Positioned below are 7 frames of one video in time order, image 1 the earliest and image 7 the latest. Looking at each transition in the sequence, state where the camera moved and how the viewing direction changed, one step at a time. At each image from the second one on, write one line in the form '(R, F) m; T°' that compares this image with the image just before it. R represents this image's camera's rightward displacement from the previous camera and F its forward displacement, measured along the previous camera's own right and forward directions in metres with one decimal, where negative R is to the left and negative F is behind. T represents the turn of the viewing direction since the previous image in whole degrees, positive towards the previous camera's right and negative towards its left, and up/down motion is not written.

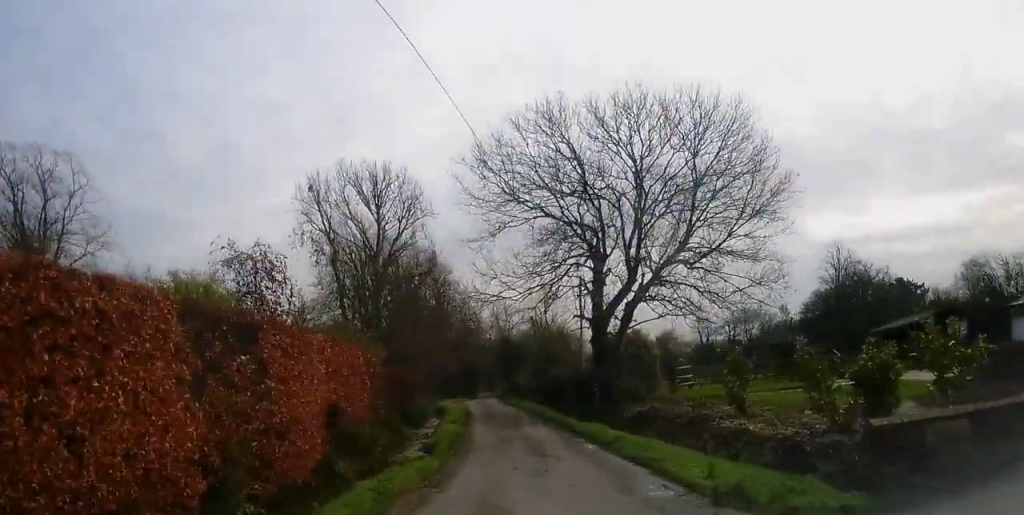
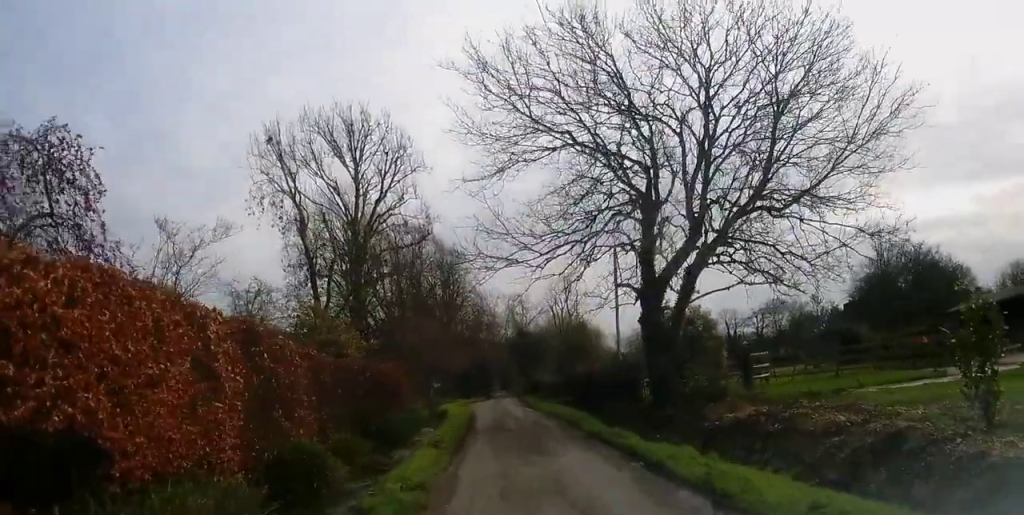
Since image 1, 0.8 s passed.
(+0.1, +10.3) m; 0°
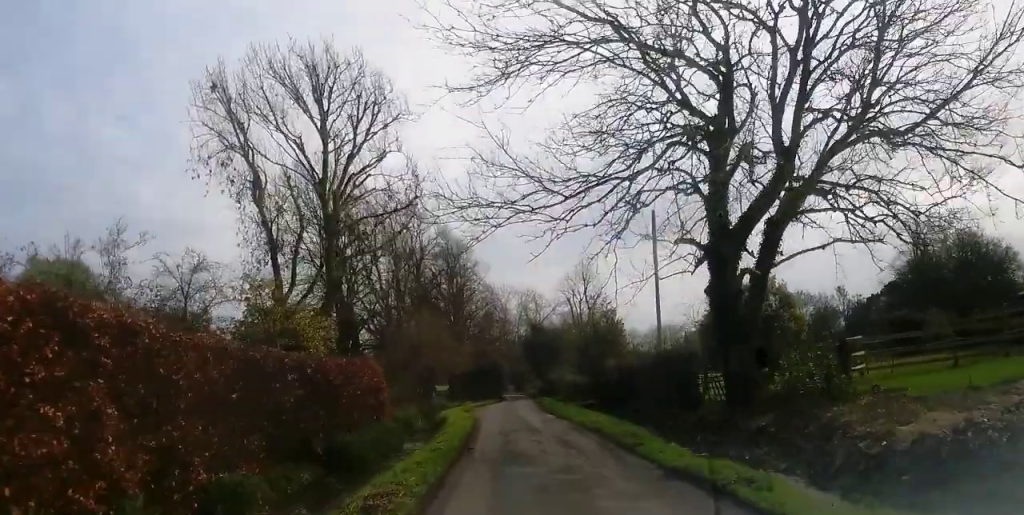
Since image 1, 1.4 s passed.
(+0.3, +8.2) m; -1°
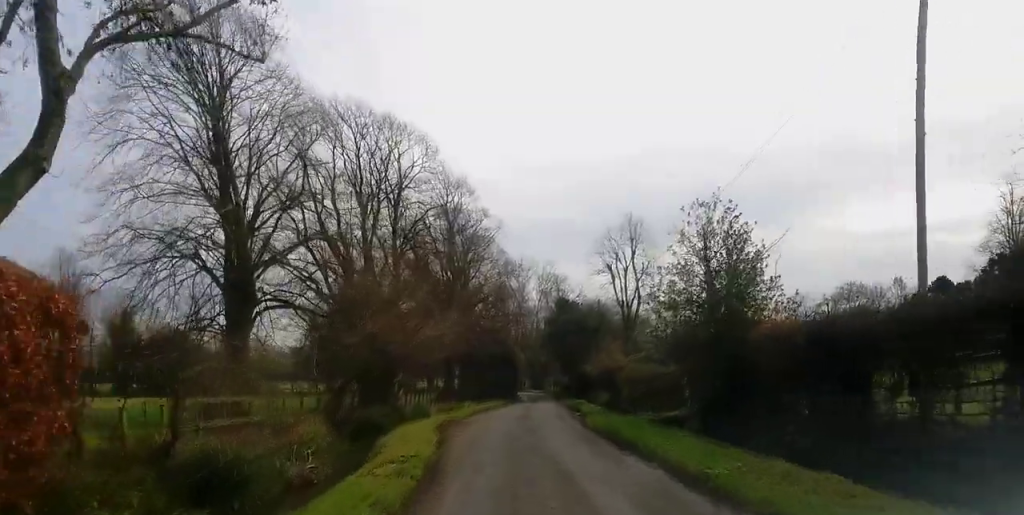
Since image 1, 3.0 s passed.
(-1.3, +20.4) m; -5°
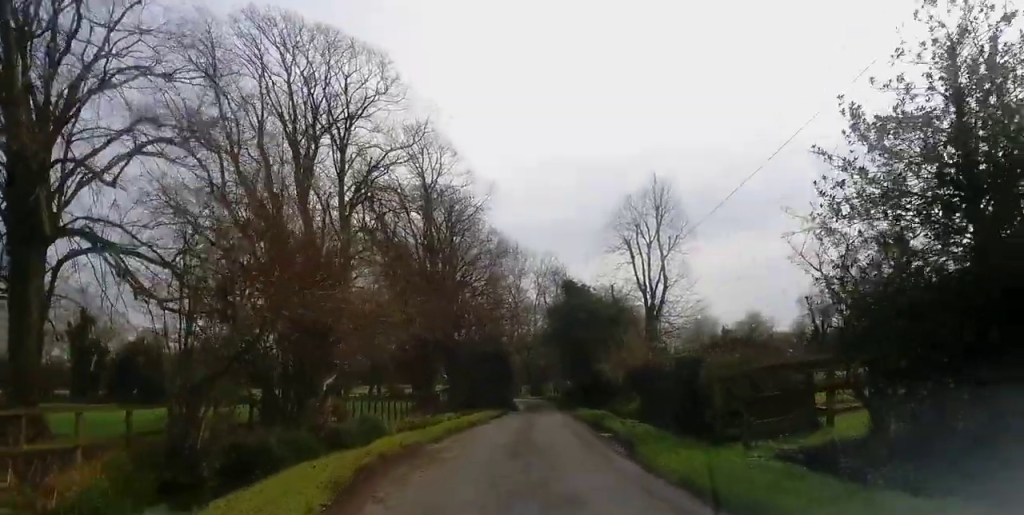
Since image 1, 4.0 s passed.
(-0.2, +11.7) m; 0°
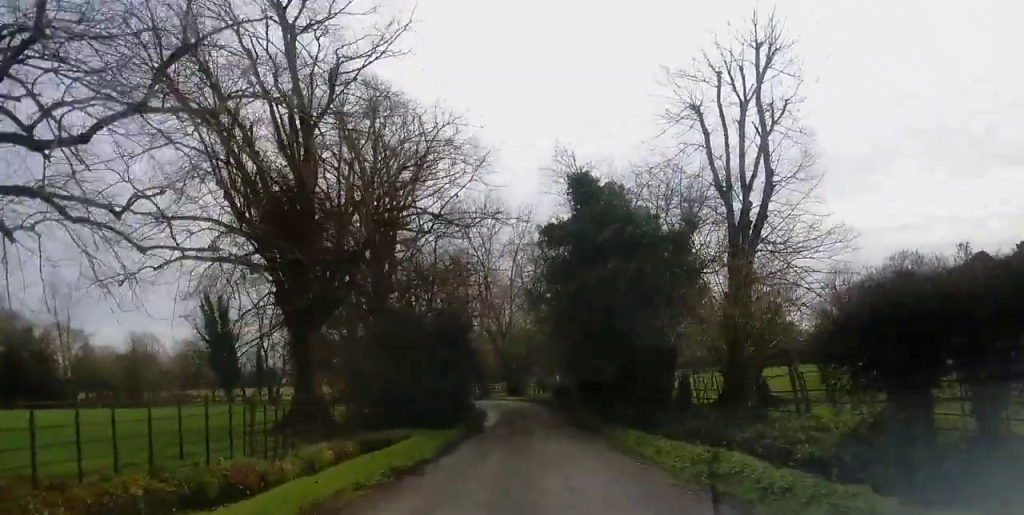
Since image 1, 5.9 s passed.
(+0.7, +22.6) m; +2°
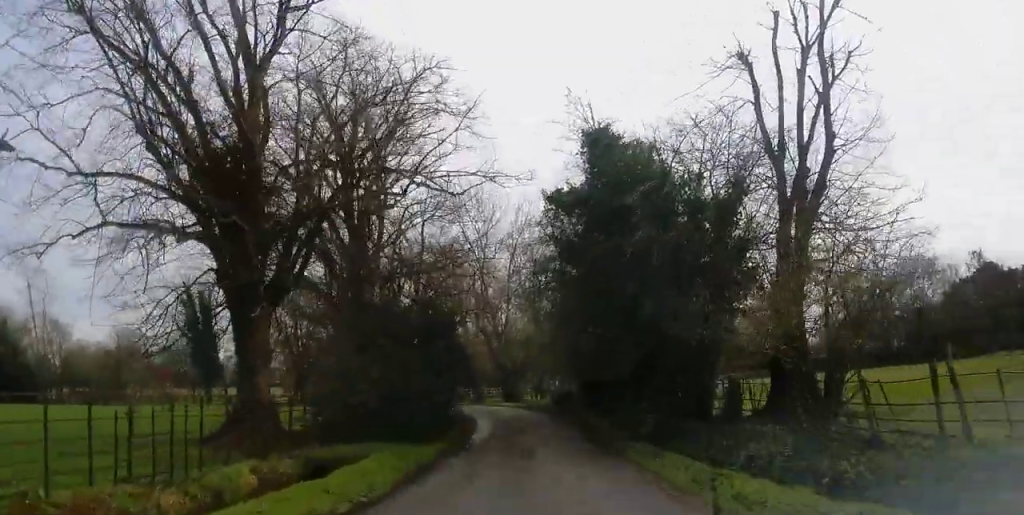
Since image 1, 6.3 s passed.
(+0.2, +4.9) m; -1°
